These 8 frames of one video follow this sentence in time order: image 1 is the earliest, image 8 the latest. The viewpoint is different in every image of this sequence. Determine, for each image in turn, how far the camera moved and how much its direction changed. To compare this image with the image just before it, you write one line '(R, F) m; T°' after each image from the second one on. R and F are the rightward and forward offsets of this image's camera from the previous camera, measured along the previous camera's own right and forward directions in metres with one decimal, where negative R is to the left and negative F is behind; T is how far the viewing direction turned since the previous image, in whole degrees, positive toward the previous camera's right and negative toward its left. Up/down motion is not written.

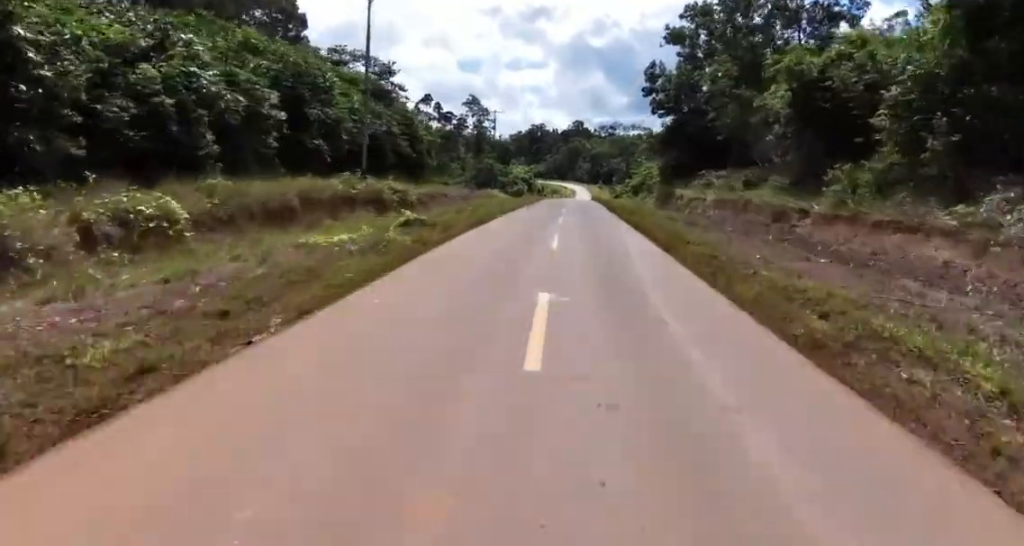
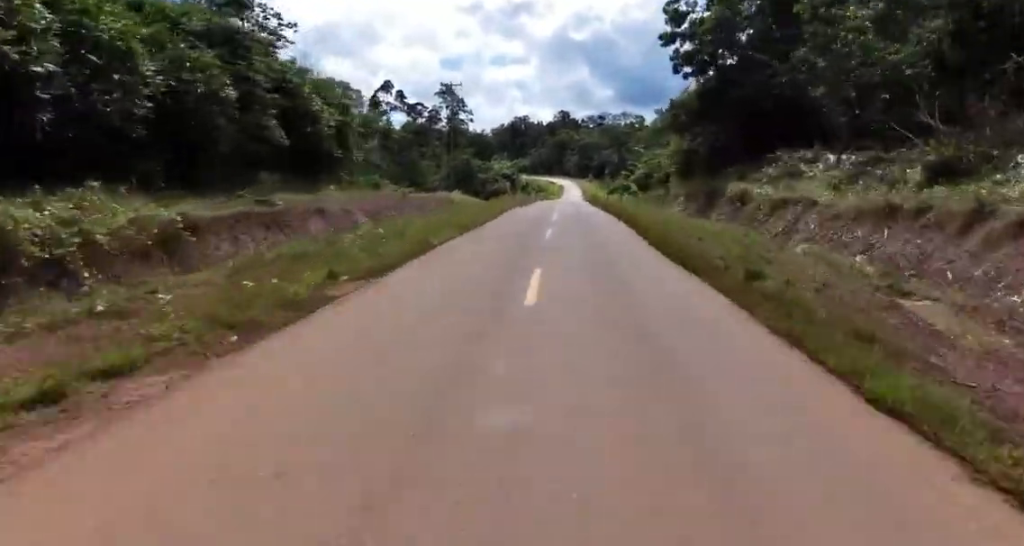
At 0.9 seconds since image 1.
(-0.3, +23.7) m; 0°
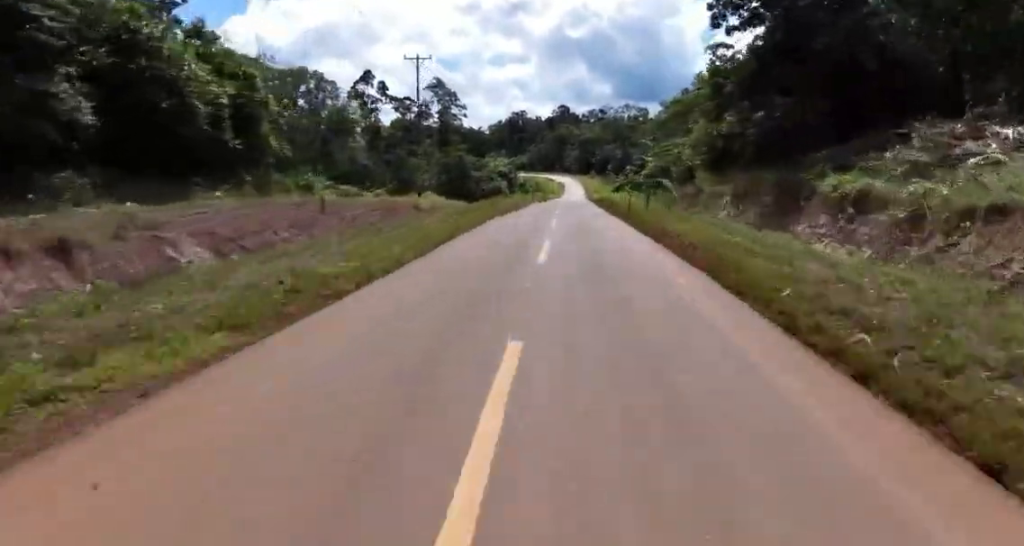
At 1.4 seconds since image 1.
(0.0, +13.0) m; 0°
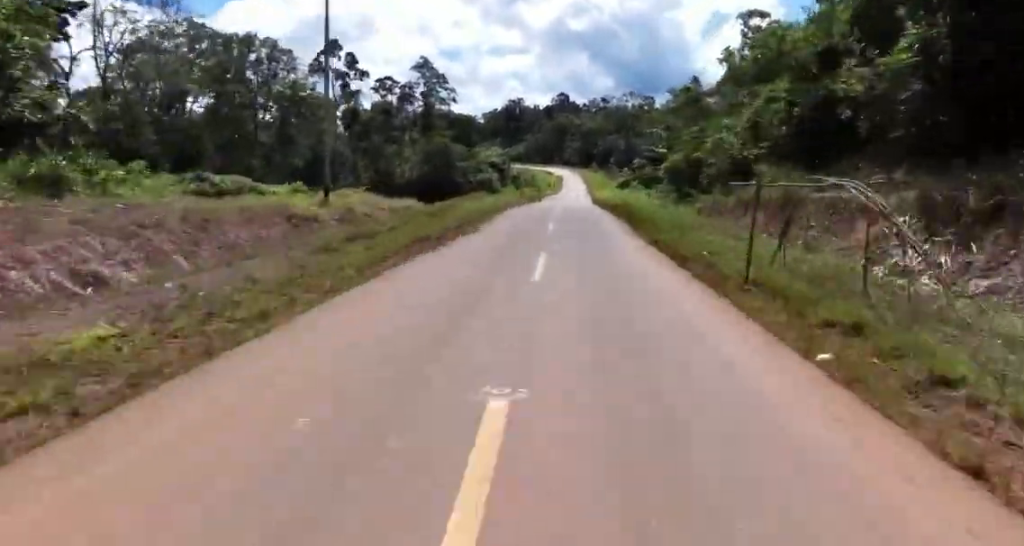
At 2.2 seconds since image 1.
(+0.2, +18.7) m; 0°
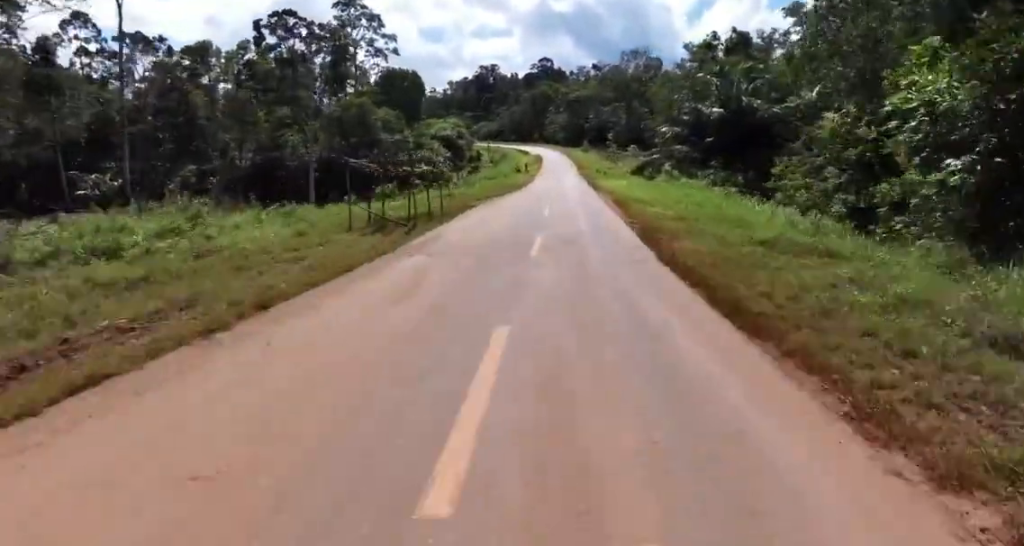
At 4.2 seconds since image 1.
(+0.5, +47.6) m; +3°
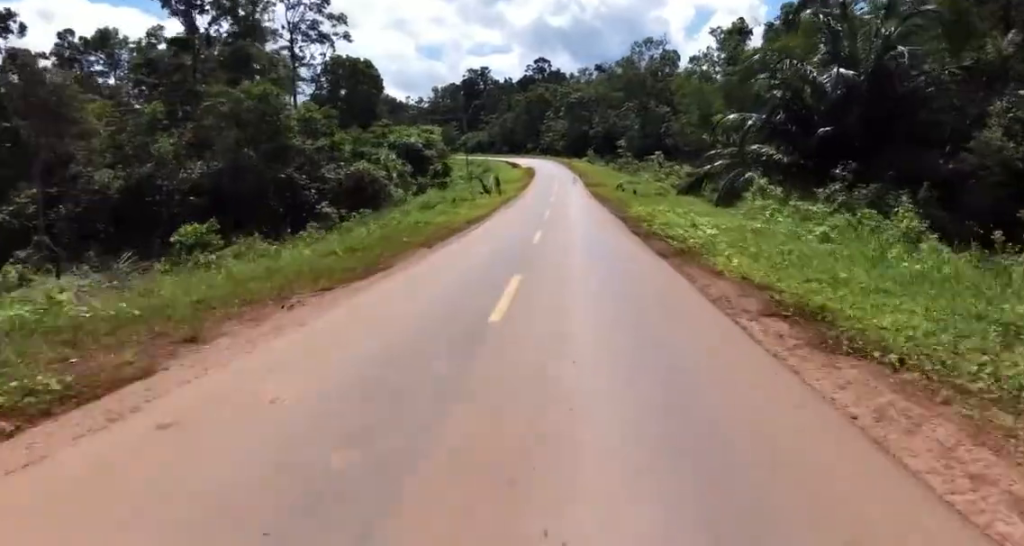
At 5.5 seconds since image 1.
(0.0, +29.6) m; -2°
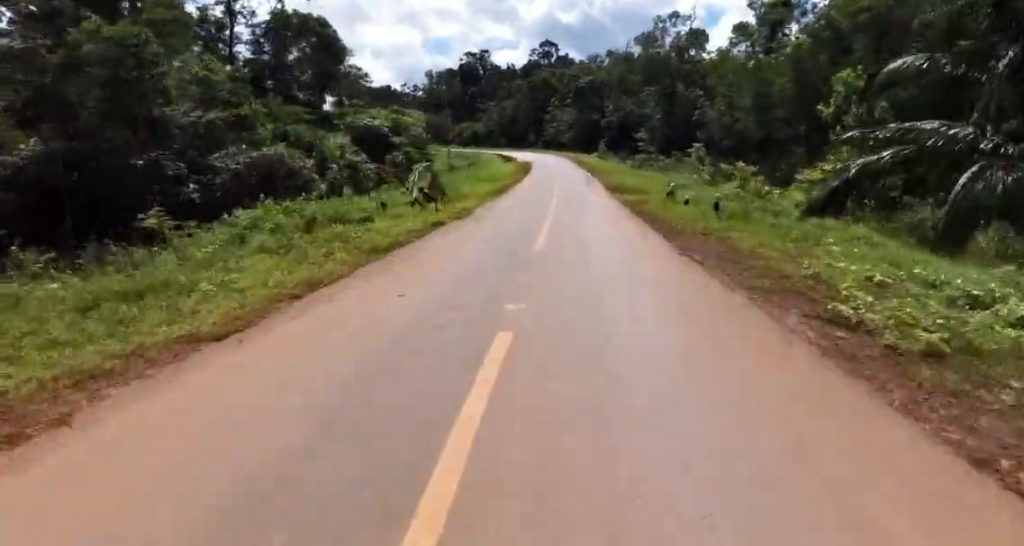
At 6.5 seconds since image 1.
(-0.6, +20.0) m; 0°
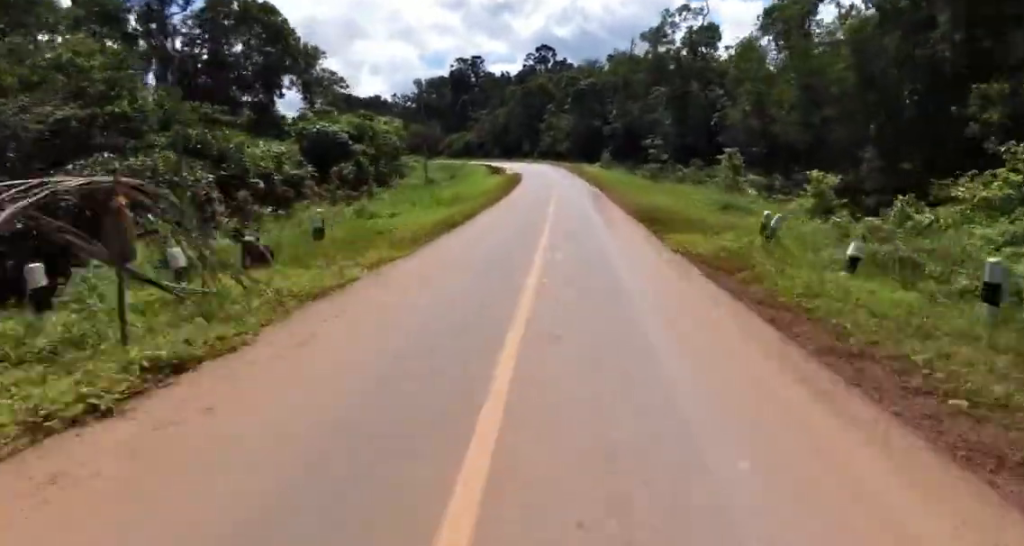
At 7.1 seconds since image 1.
(+0.7, +12.9) m; +1°
